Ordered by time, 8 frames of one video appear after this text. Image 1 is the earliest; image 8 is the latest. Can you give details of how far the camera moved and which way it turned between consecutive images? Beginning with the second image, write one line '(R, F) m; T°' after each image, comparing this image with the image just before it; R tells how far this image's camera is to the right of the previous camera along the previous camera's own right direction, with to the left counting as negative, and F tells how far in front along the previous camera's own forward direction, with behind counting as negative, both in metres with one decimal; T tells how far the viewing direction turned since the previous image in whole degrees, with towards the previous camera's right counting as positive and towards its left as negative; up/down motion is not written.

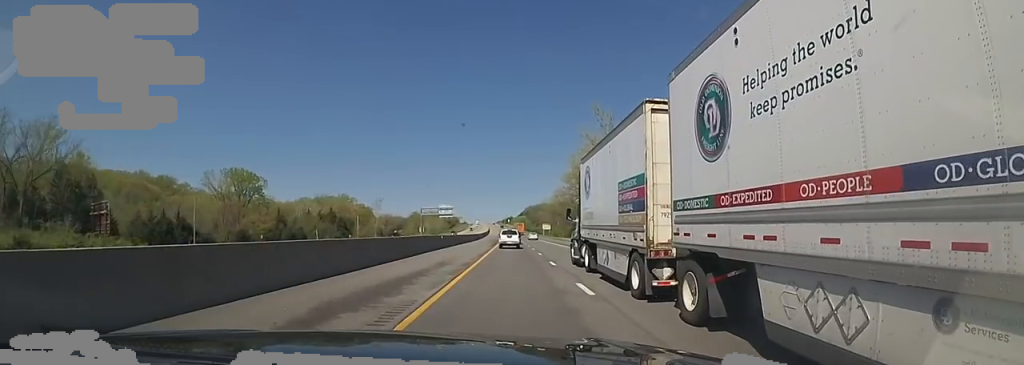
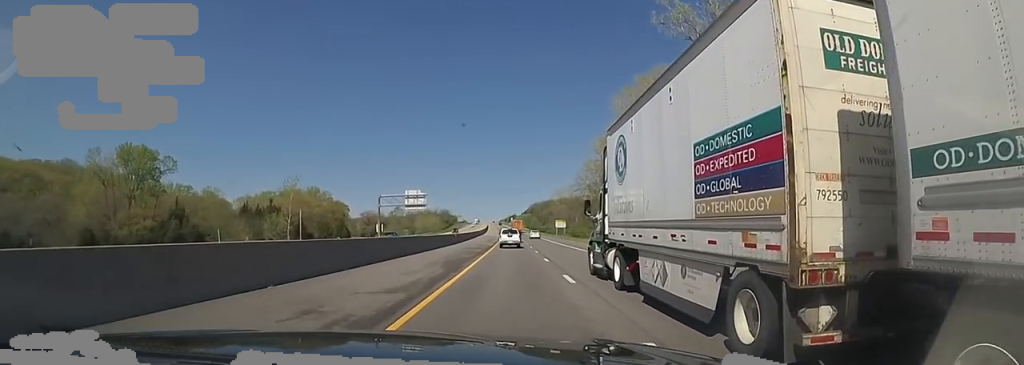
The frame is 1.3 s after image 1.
(0.0, +46.0) m; 0°
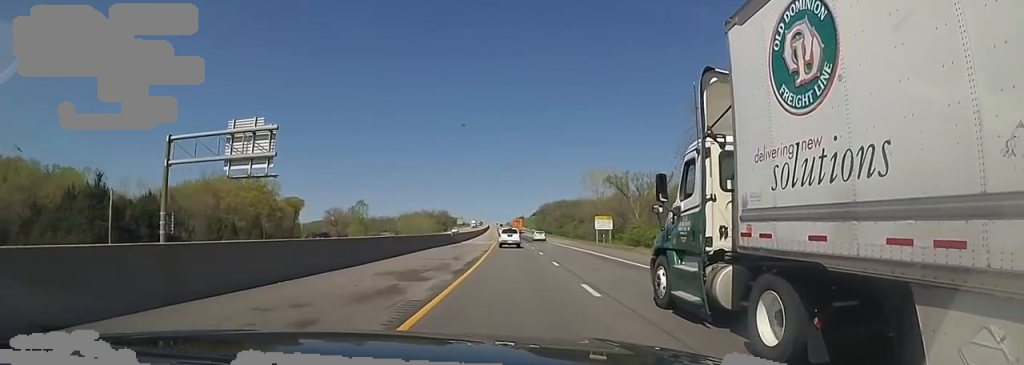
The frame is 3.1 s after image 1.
(0.0, +60.7) m; 0°
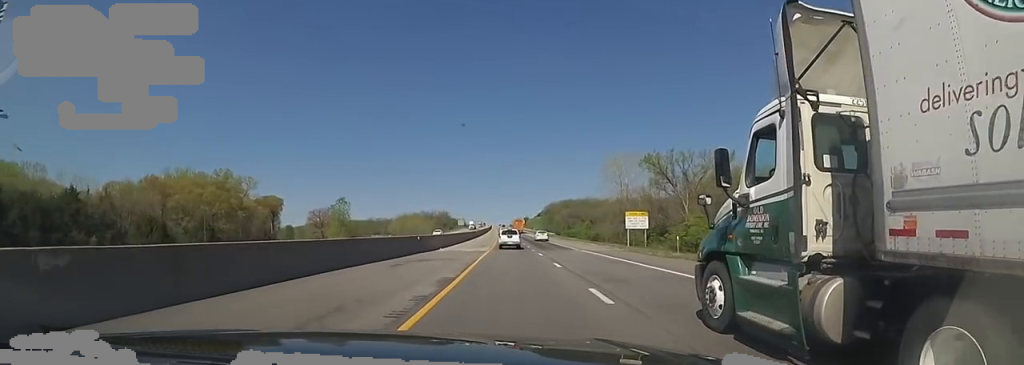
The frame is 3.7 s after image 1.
(0.0, +20.5) m; -1°
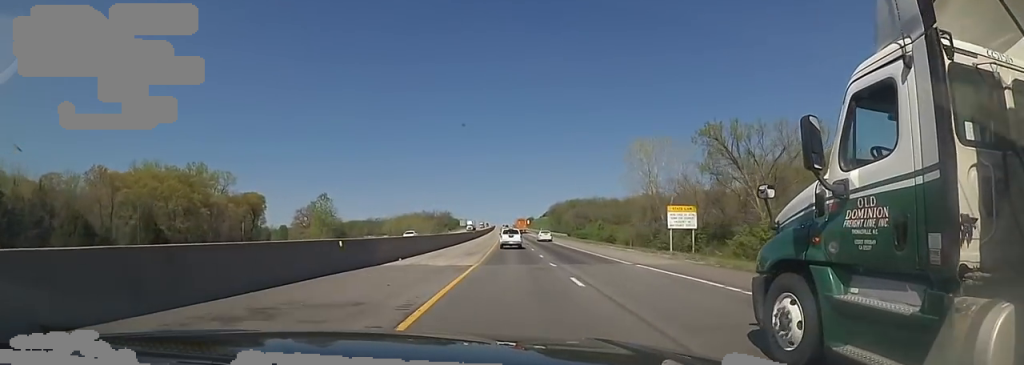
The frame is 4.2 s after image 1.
(+0.2, +15.9) m; -1°
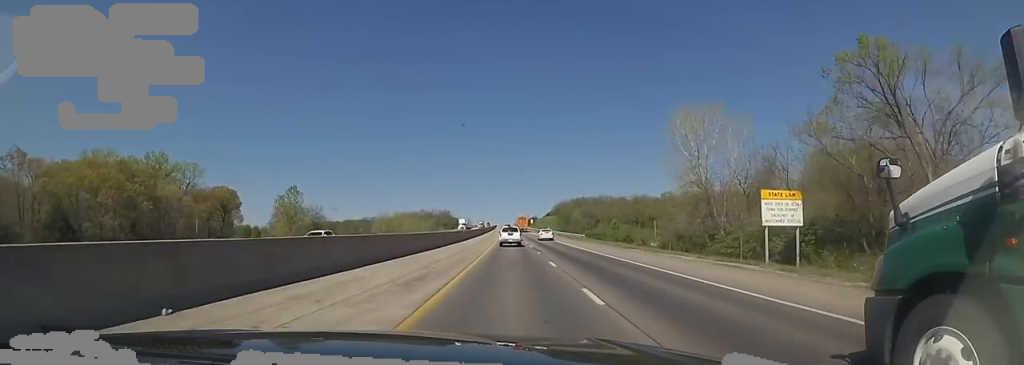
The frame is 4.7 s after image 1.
(-0.4, +18.1) m; -1°
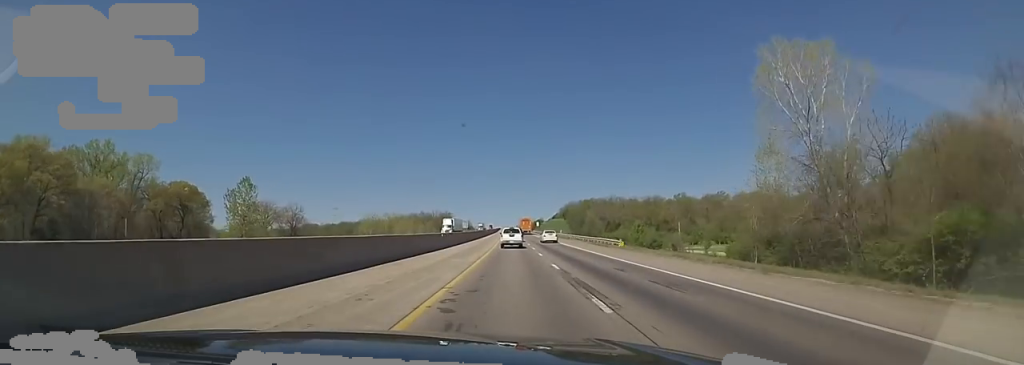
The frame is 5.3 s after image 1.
(-0.9, +20.3) m; 0°
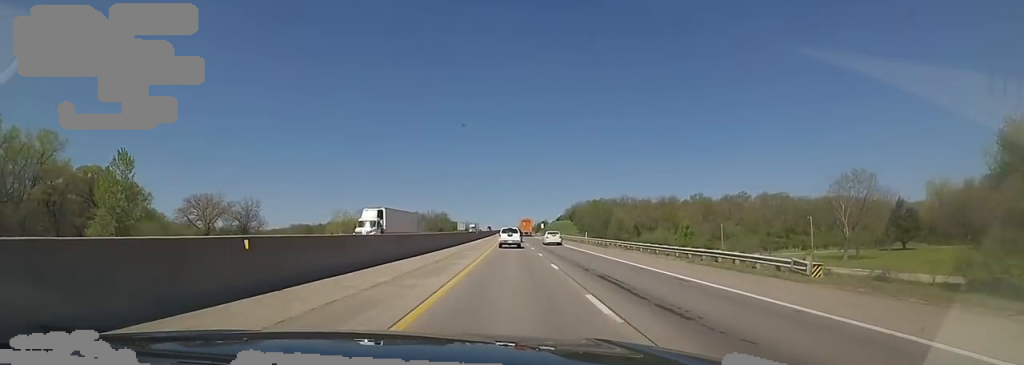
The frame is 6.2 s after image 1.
(+1.1, +29.2) m; 0°
